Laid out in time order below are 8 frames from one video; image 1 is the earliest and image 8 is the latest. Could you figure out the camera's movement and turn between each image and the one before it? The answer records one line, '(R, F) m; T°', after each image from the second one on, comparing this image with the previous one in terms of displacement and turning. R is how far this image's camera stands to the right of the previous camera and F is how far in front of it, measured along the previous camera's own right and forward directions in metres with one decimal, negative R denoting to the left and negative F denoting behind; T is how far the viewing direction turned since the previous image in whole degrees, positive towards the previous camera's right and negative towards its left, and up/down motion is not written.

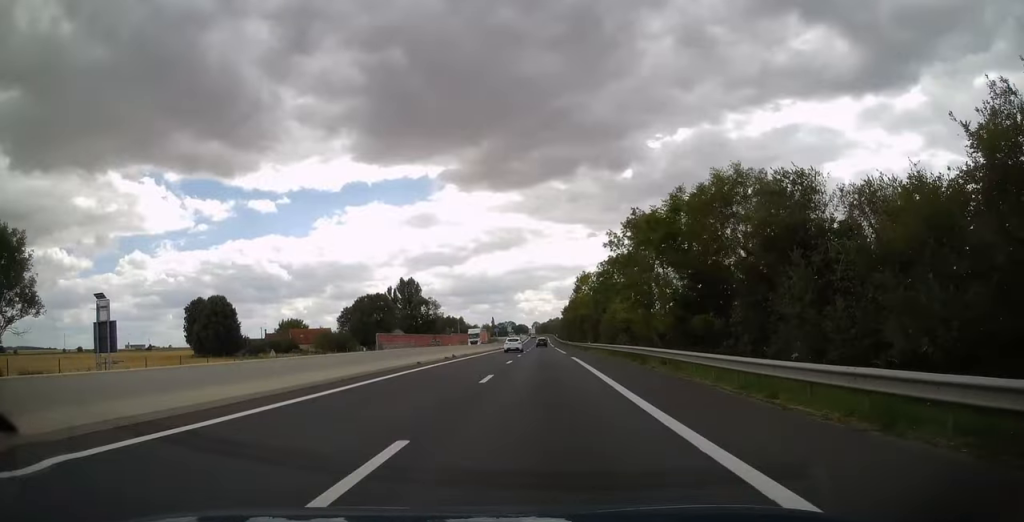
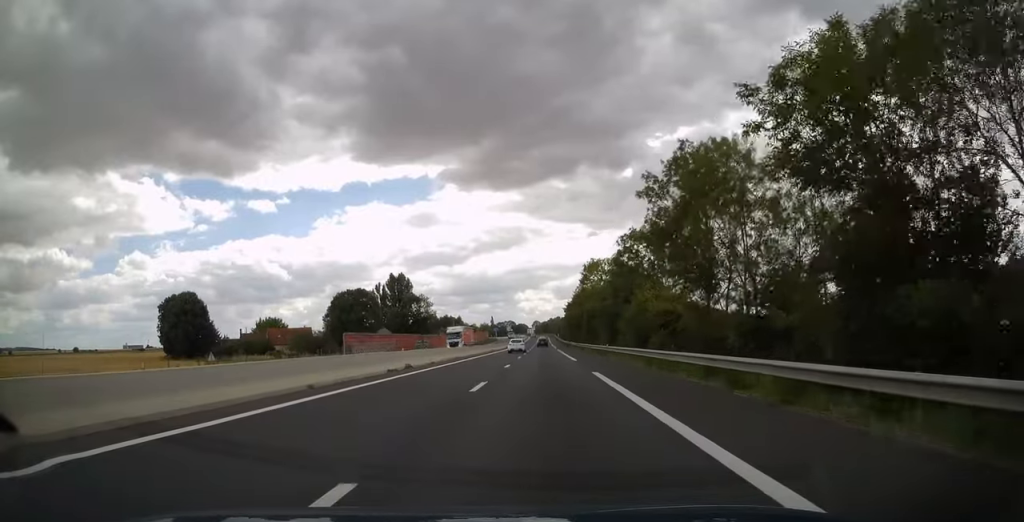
(-0.1, +15.4) m; 0°
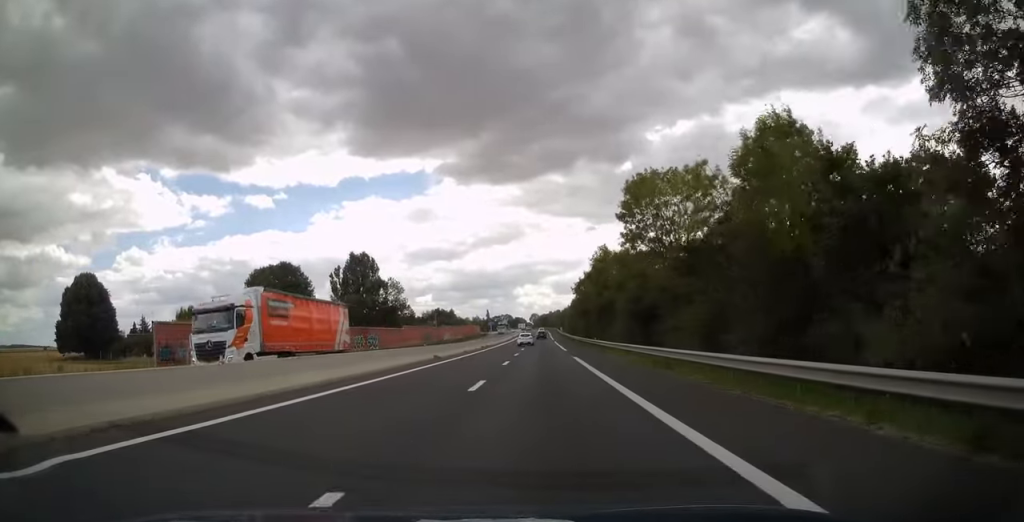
(+0.4, +39.2) m; +1°
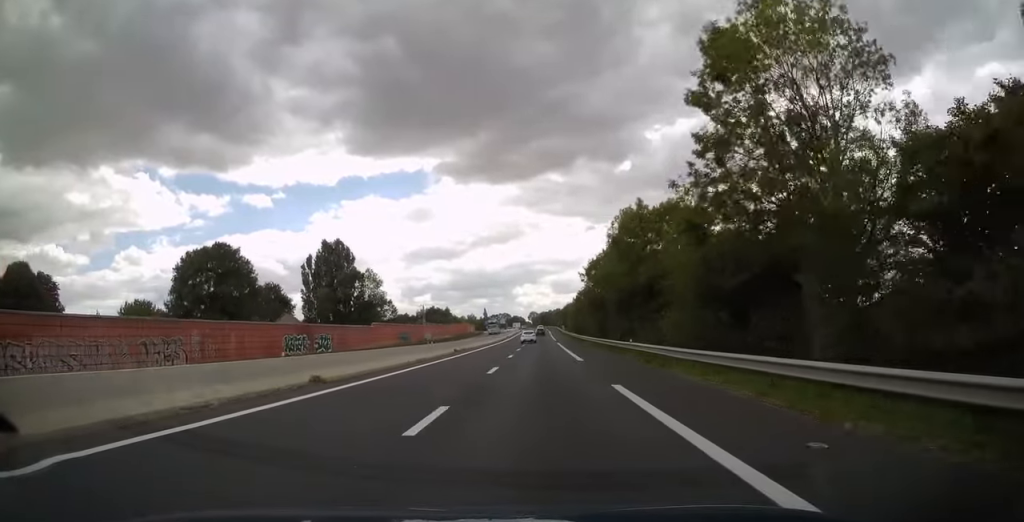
(0.0, +19.8) m; 0°
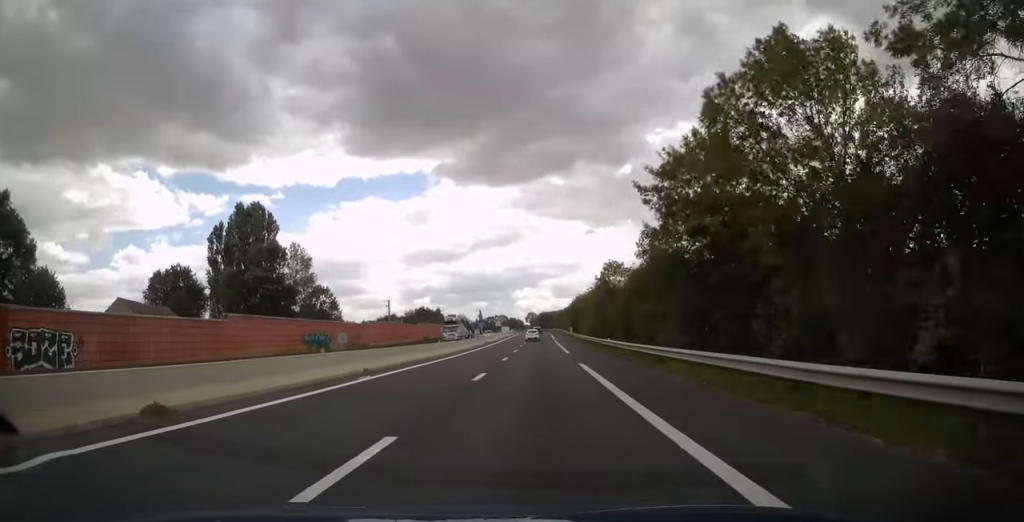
(0.0, +42.1) m; 0°
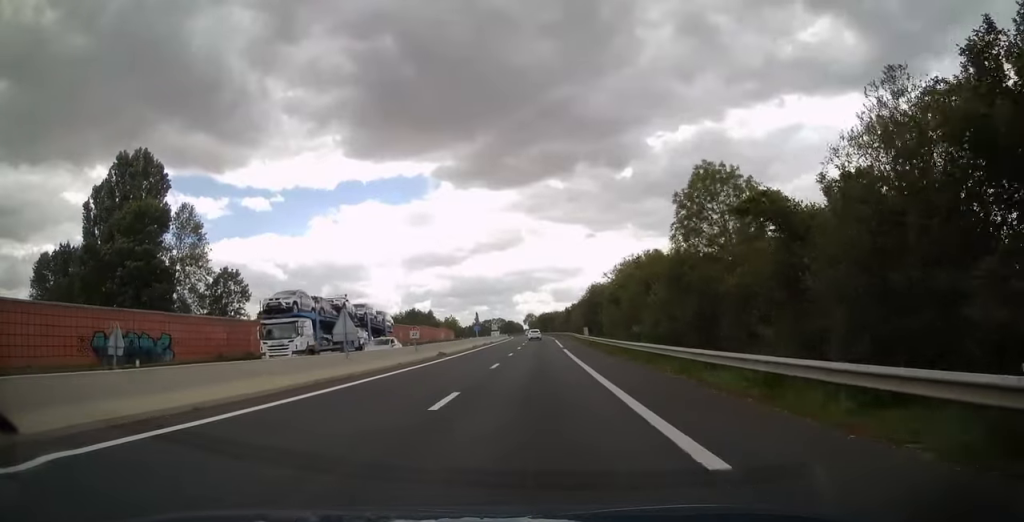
(-0.3, +32.6) m; 0°
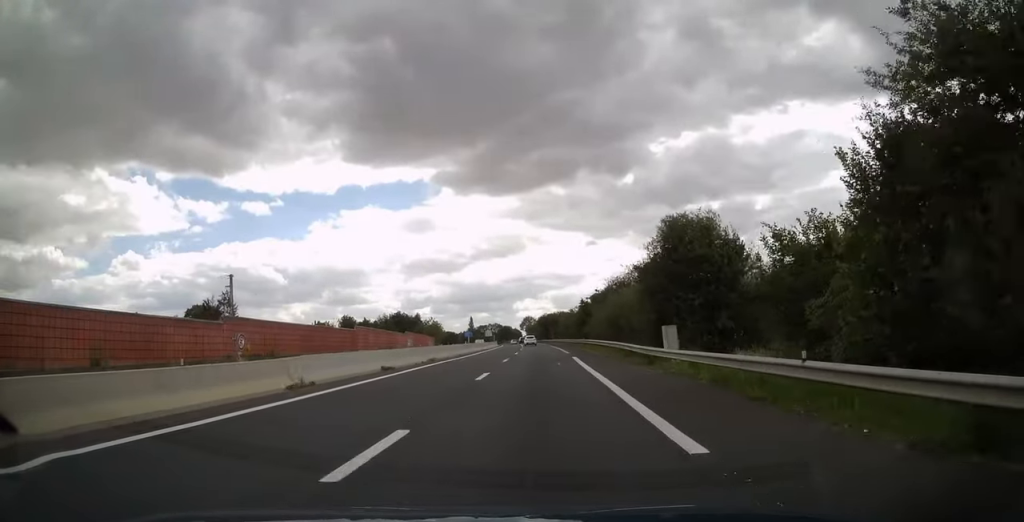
(+0.2, +44.4) m; +1°
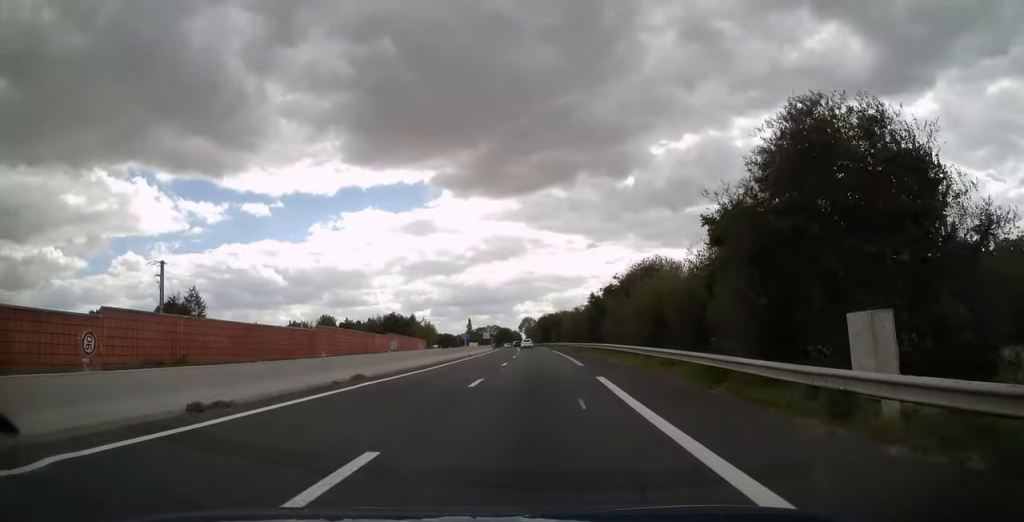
(0.0, +14.7) m; 0°
